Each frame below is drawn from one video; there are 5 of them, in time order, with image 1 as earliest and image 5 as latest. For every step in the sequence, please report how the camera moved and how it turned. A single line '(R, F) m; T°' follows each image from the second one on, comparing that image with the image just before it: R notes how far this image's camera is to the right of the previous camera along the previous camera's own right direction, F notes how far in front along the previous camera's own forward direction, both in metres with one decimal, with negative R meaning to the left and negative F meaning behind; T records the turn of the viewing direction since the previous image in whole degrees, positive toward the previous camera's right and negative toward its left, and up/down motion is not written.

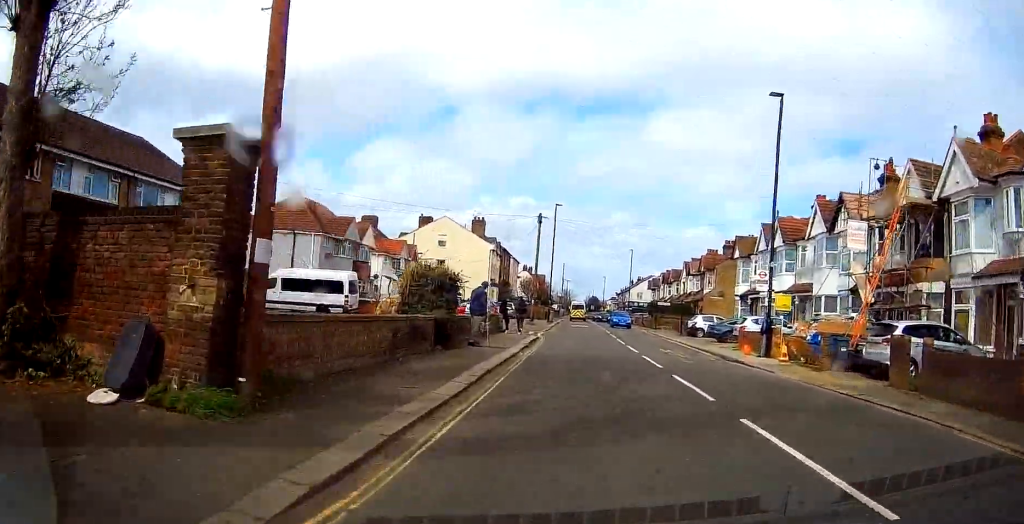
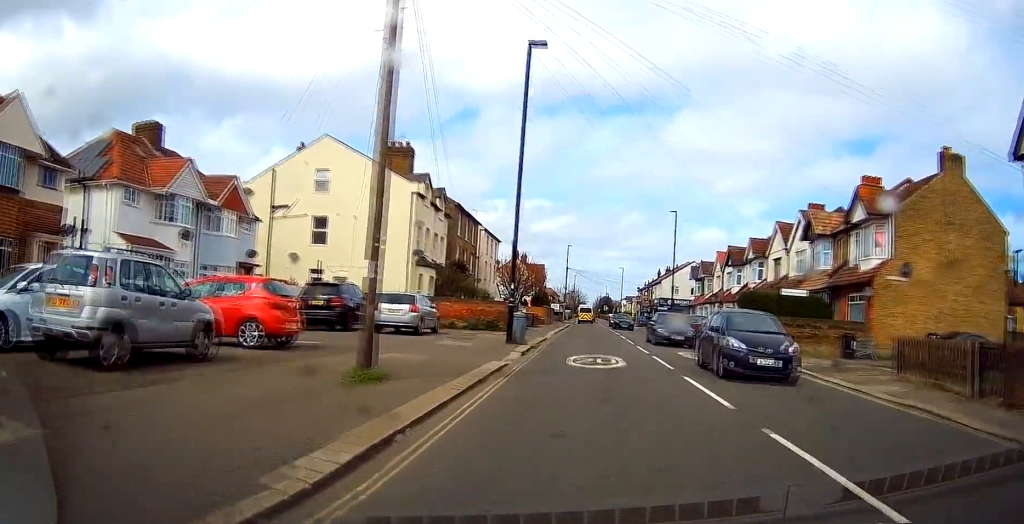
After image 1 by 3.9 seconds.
(+1.3, +38.3) m; +2°
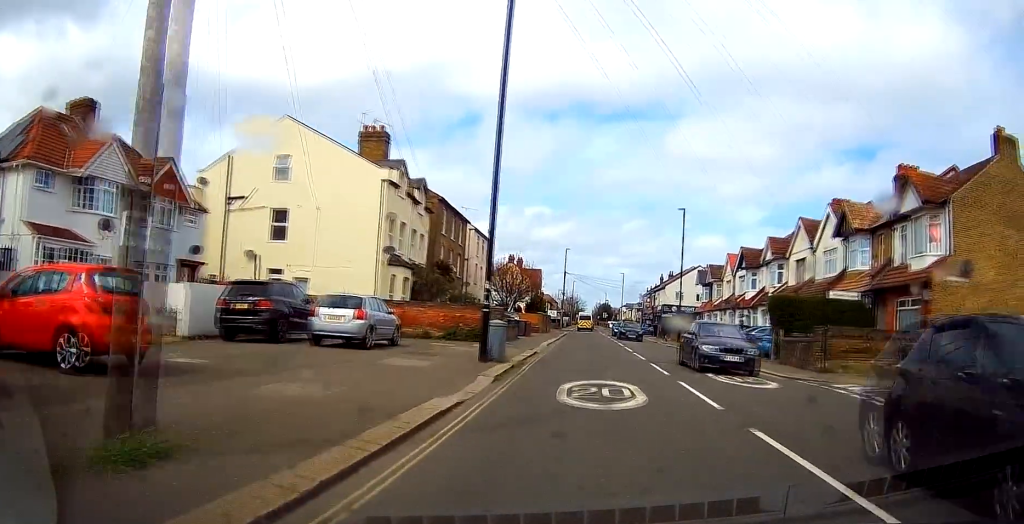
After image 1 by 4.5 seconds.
(-0.2, +5.6) m; -1°
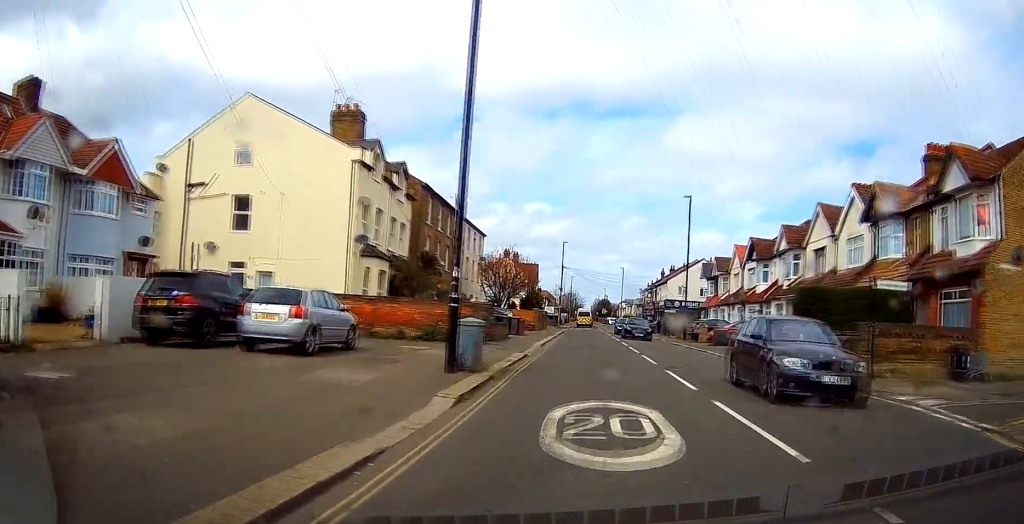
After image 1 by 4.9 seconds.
(-0.2, +3.9) m; 0°
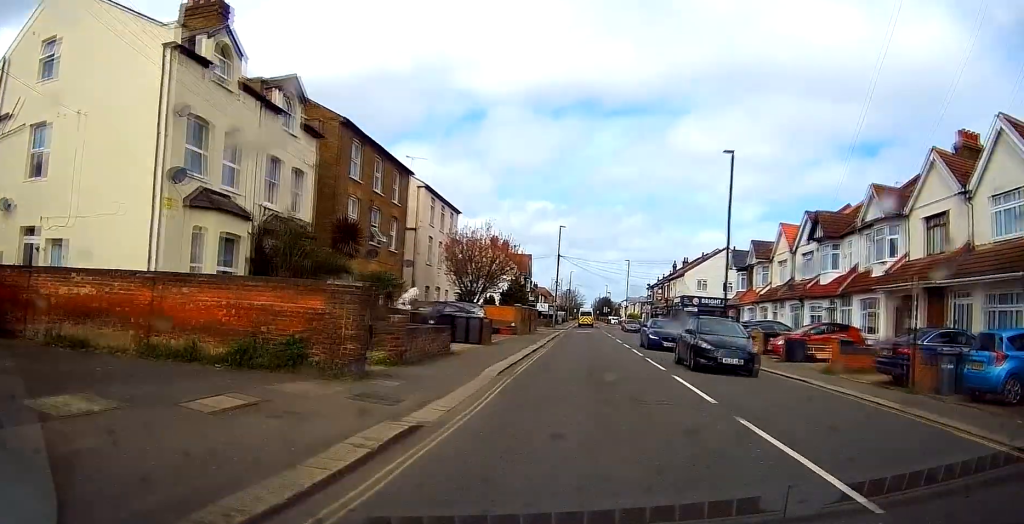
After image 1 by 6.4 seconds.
(+0.1, +14.2) m; -1°
